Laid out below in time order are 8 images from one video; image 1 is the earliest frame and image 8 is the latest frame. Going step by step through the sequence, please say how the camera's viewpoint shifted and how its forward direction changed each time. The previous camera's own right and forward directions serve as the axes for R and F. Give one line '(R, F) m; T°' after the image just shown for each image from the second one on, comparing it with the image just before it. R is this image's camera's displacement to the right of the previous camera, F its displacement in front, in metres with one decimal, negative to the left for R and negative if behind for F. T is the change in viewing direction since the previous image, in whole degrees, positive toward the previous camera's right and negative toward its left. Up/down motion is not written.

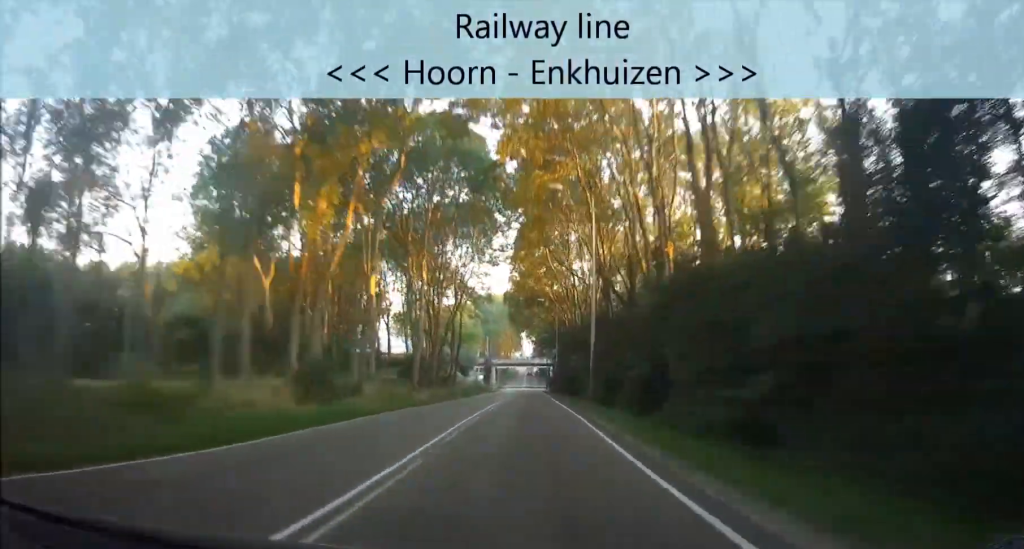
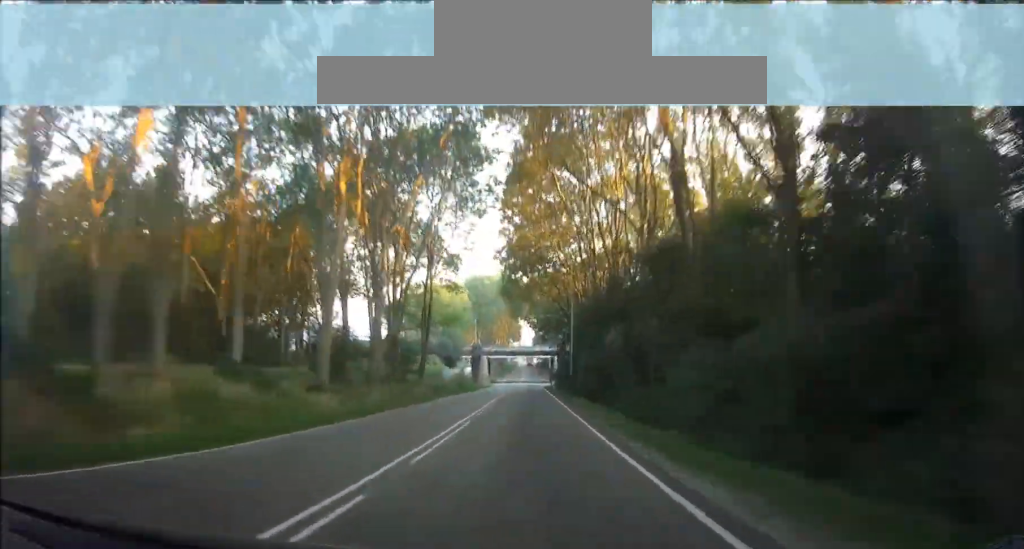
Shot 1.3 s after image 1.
(0.0, +26.0) m; 0°
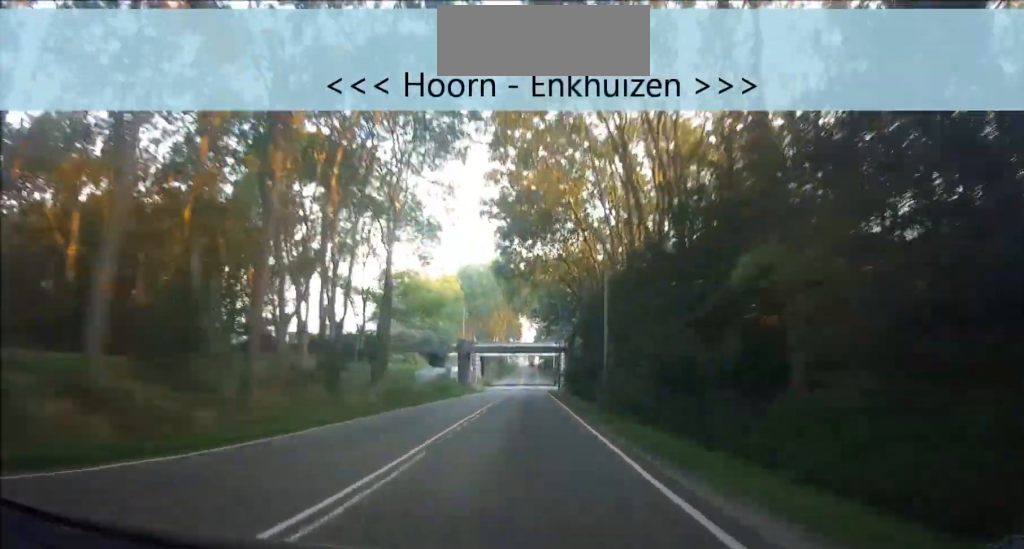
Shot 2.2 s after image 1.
(+0.1, +19.2) m; -1°
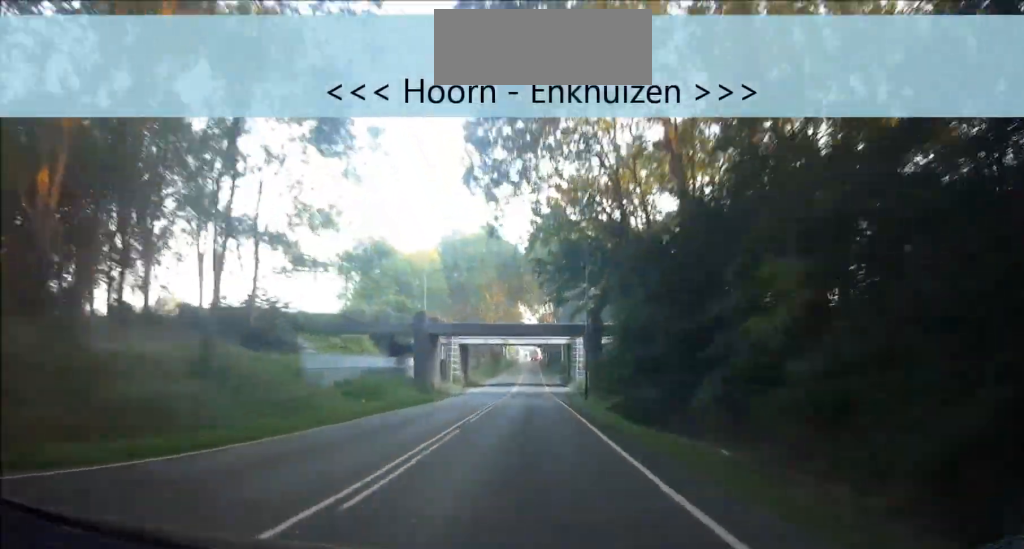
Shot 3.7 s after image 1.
(-0.4, +30.2) m; 0°
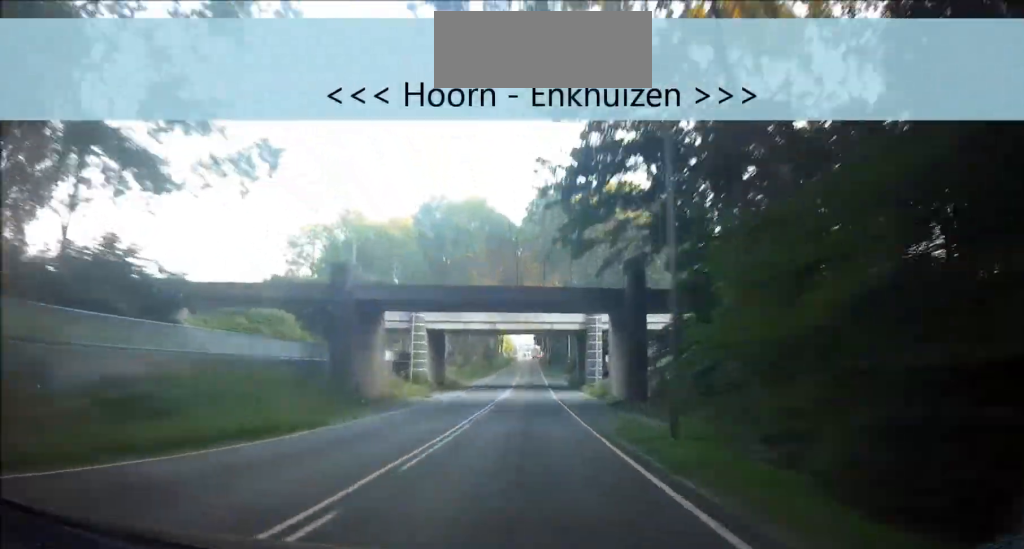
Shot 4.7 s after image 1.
(0.0, +20.6) m; +1°
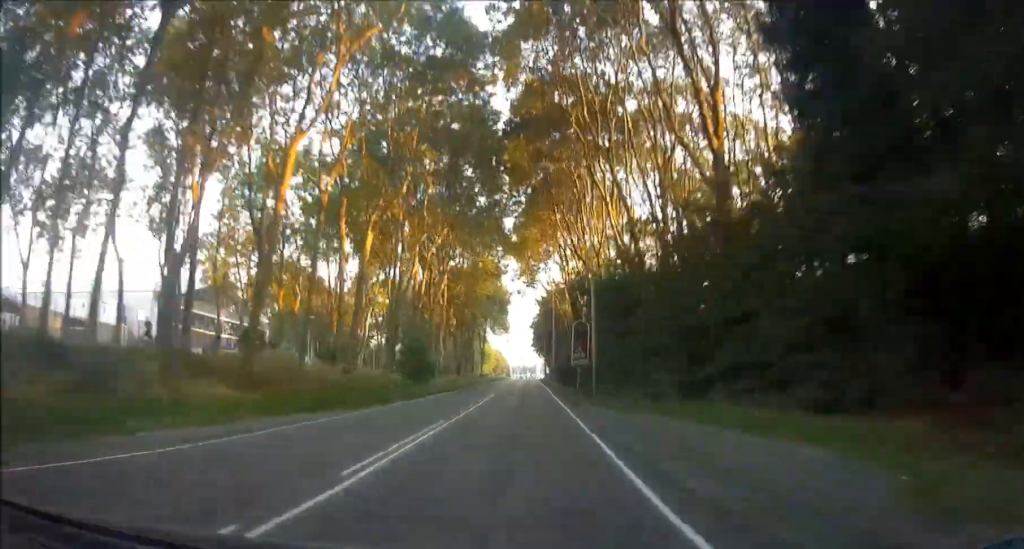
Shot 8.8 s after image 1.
(+2.8, +85.8) m; +3°
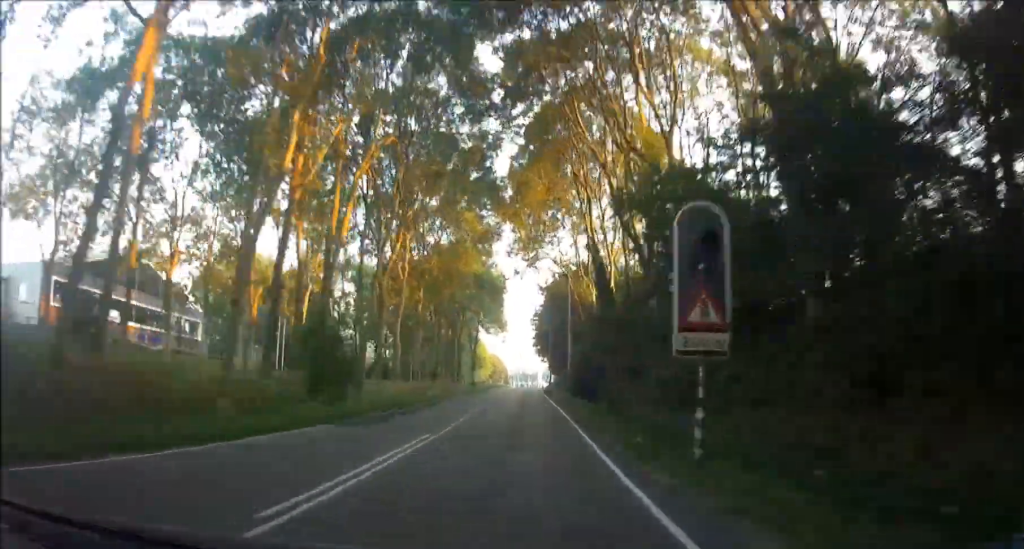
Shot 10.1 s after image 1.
(-0.2, +26.4) m; 0°
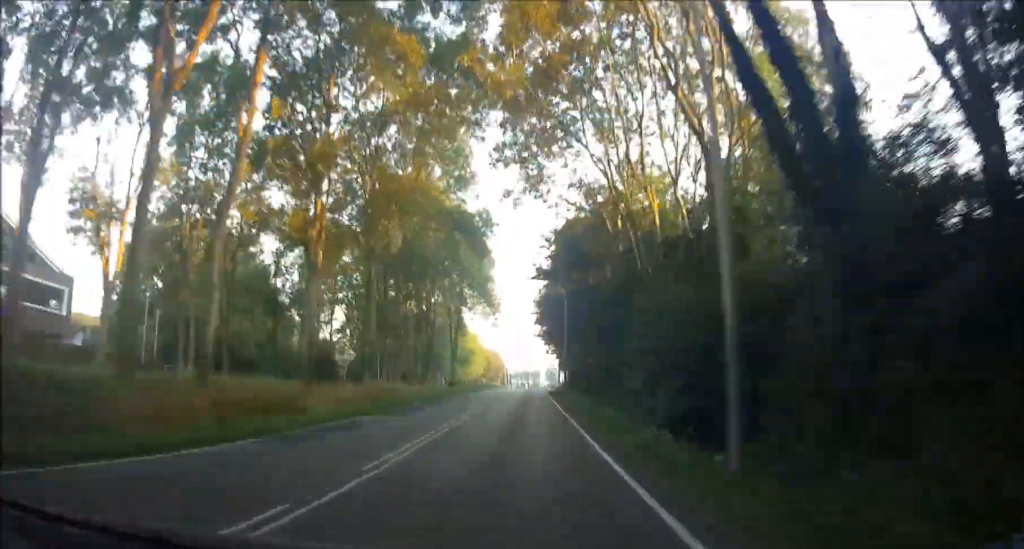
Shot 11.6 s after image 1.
(+0.1, +32.0) m; 0°
